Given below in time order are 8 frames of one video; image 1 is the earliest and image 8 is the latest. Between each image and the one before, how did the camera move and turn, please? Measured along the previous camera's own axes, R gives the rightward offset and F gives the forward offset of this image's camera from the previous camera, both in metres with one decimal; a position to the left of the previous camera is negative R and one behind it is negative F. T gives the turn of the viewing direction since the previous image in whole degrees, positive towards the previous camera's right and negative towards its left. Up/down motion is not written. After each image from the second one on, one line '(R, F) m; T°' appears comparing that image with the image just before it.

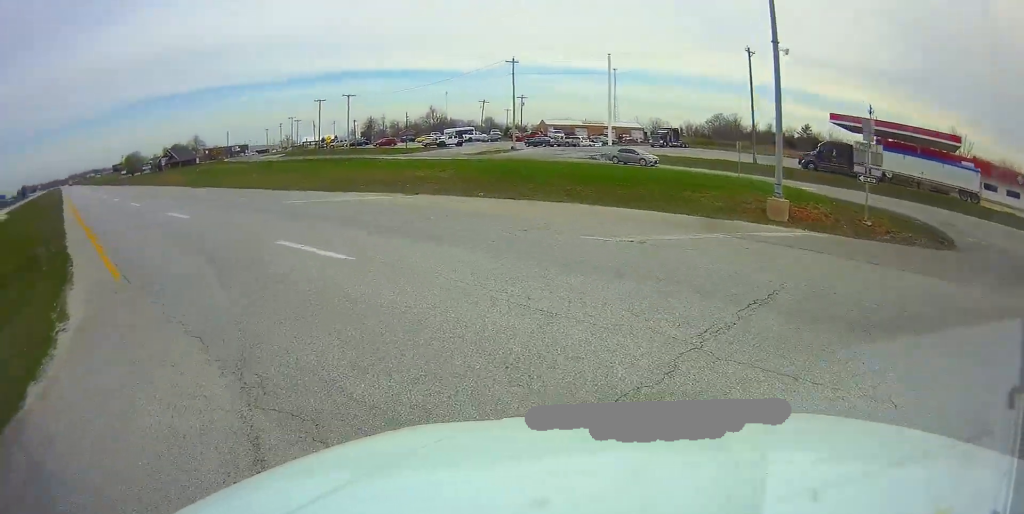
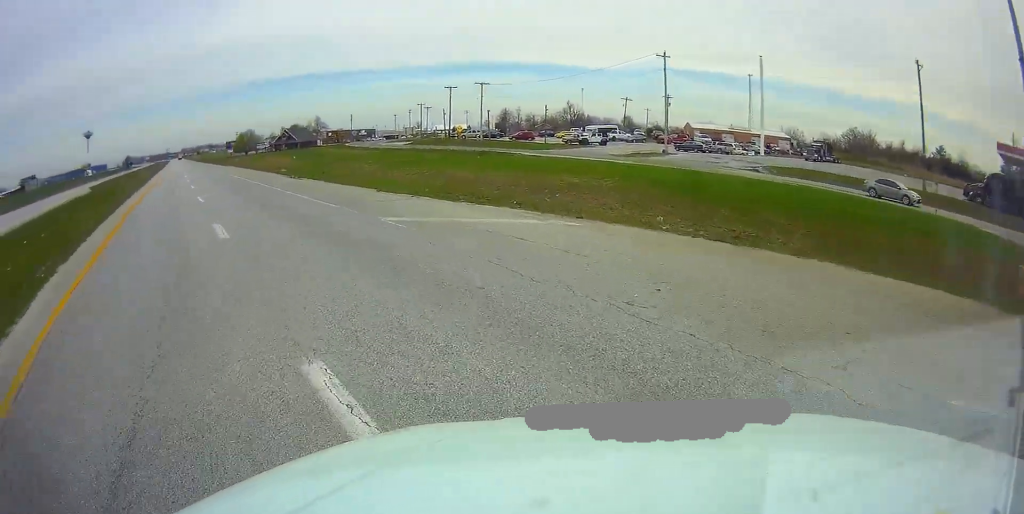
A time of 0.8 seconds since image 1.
(-1.0, +7.9) m; -13°
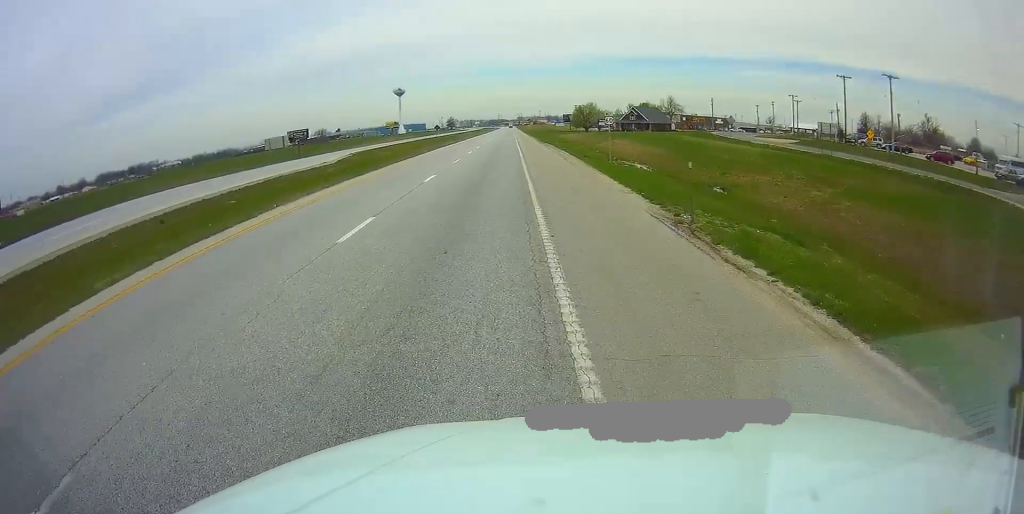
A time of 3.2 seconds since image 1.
(-5.5, +29.9) m; -16°
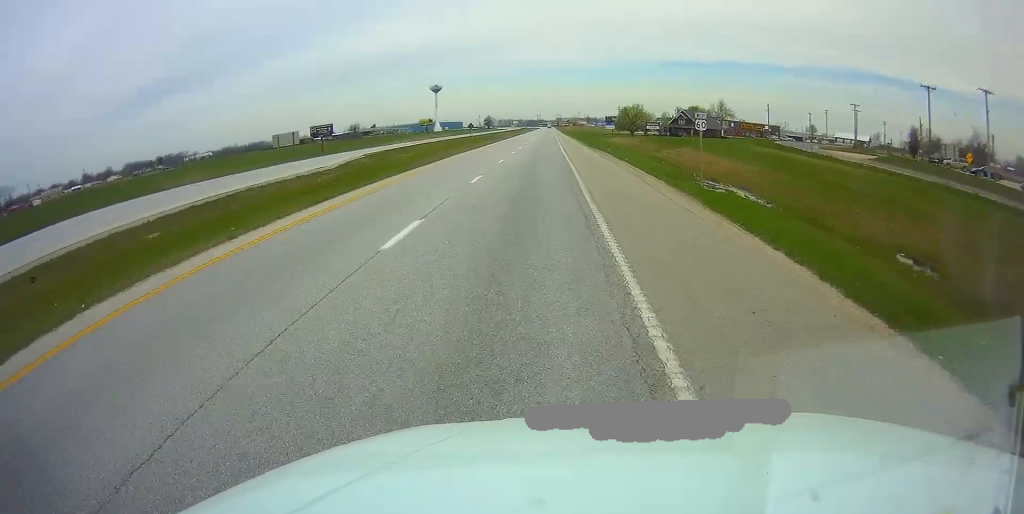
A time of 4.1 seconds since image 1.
(-0.4, +14.2) m; -1°
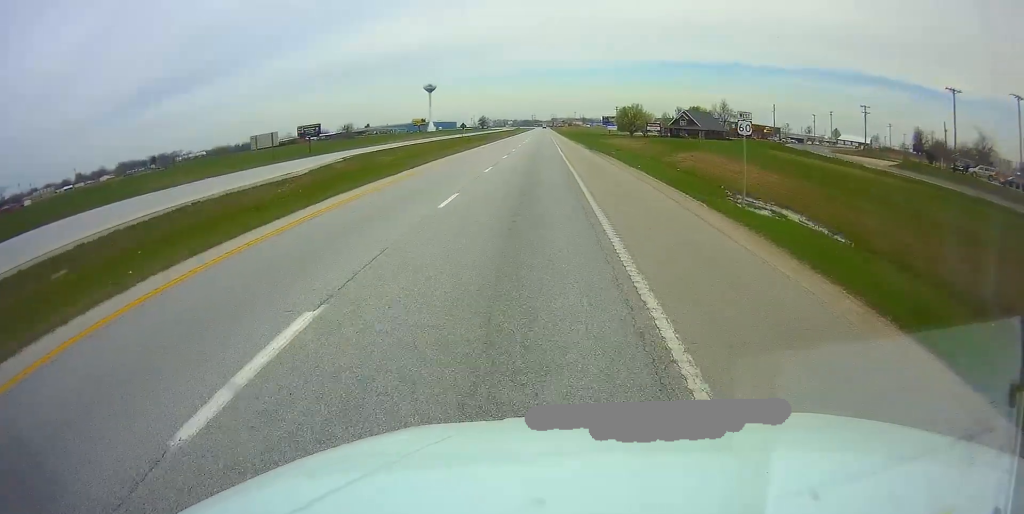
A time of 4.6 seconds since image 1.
(0.0, +7.1) m; +1°
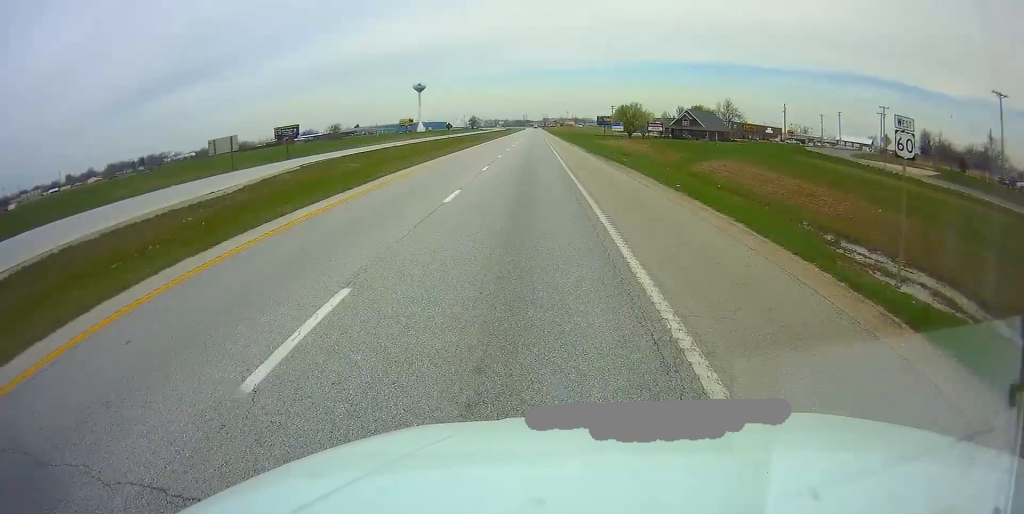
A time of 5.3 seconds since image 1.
(+0.2, +11.6) m; +2°
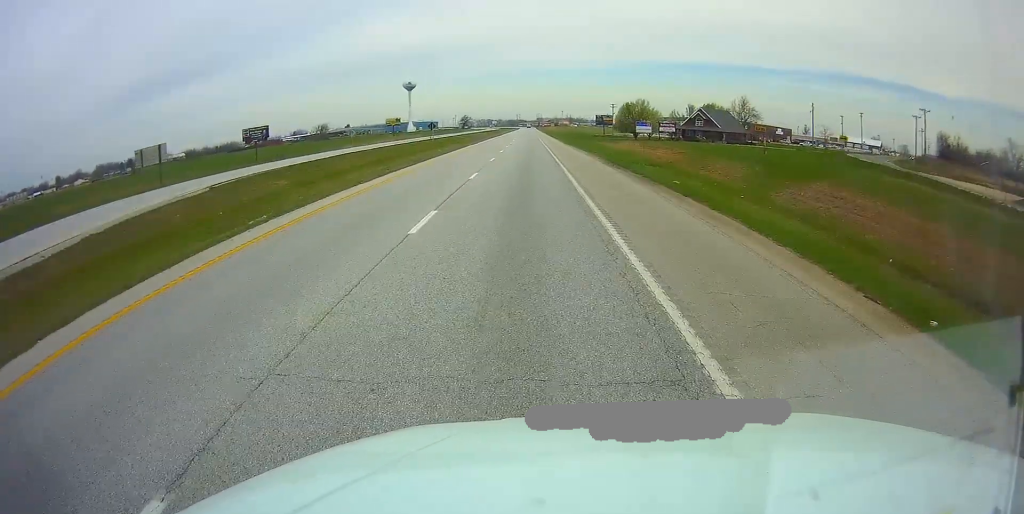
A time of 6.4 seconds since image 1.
(+0.6, +17.1) m; 0°
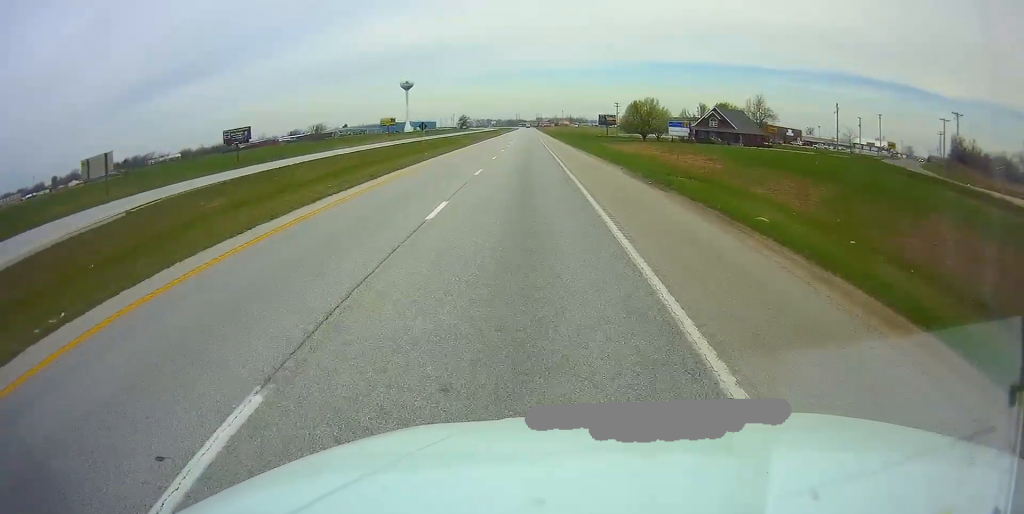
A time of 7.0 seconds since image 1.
(-0.2, +10.4) m; -1°
